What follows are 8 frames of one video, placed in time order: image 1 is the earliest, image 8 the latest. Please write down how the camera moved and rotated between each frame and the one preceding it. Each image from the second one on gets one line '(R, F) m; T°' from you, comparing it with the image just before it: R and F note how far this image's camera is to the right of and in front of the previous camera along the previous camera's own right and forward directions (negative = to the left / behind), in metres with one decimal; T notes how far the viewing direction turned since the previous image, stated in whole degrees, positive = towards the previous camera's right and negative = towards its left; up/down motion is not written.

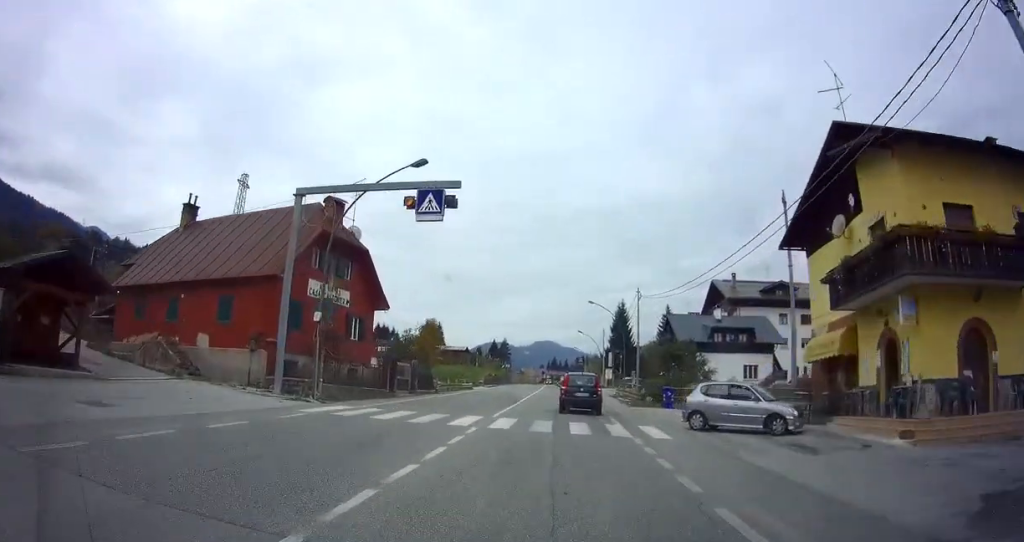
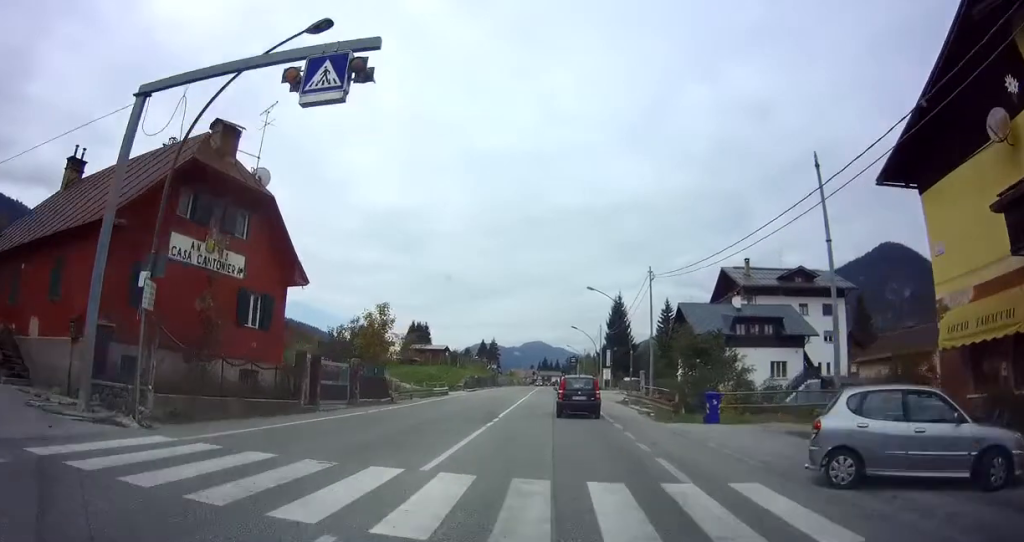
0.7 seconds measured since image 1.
(+0.2, +8.6) m; +2°
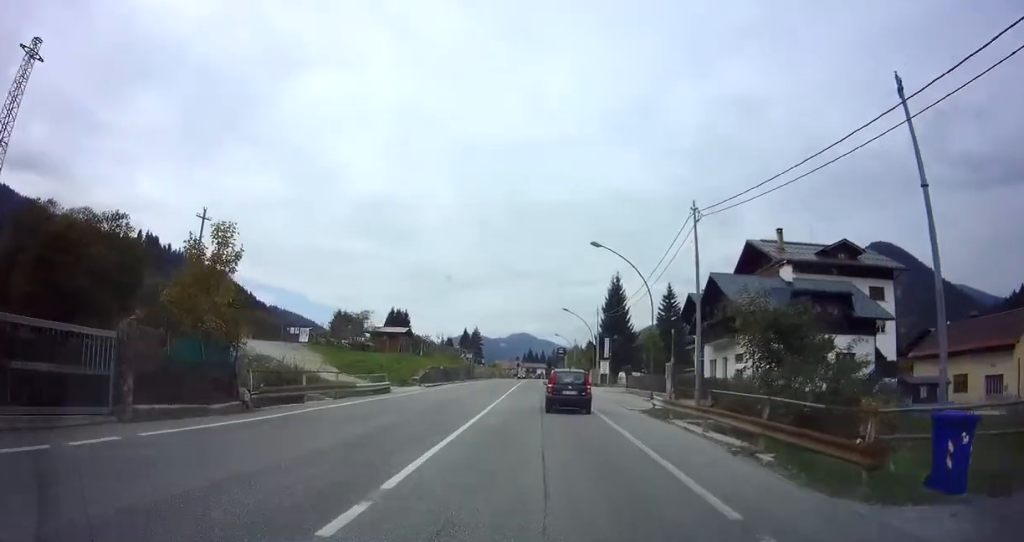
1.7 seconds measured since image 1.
(+0.3, +12.7) m; +2°
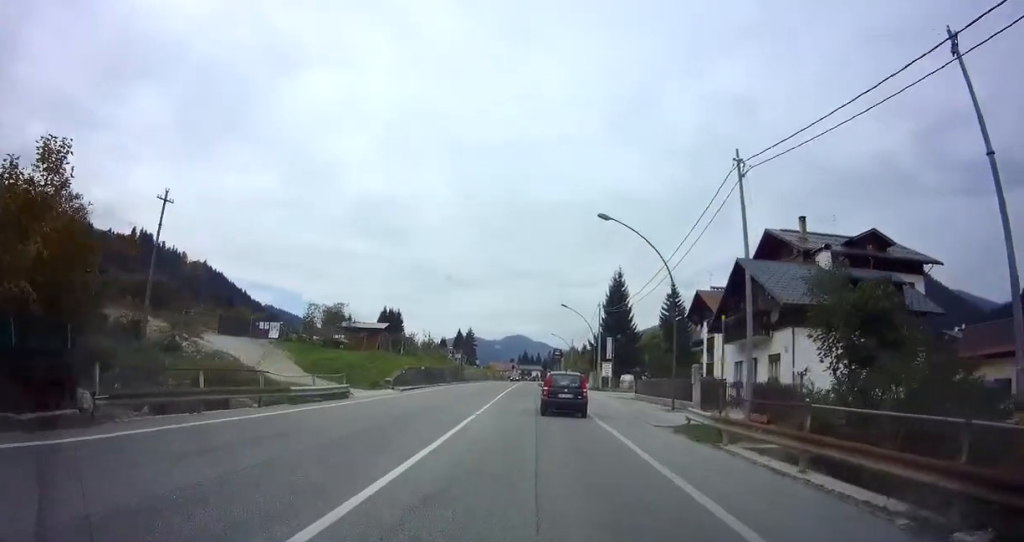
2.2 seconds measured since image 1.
(-0.1, +6.2) m; +1°
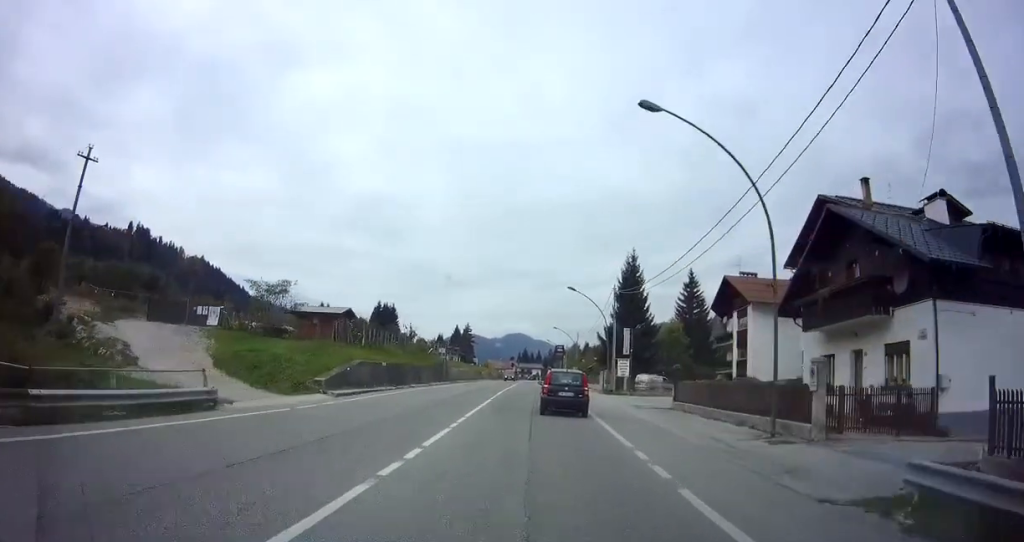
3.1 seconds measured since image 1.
(+0.3, +10.2) m; 0°
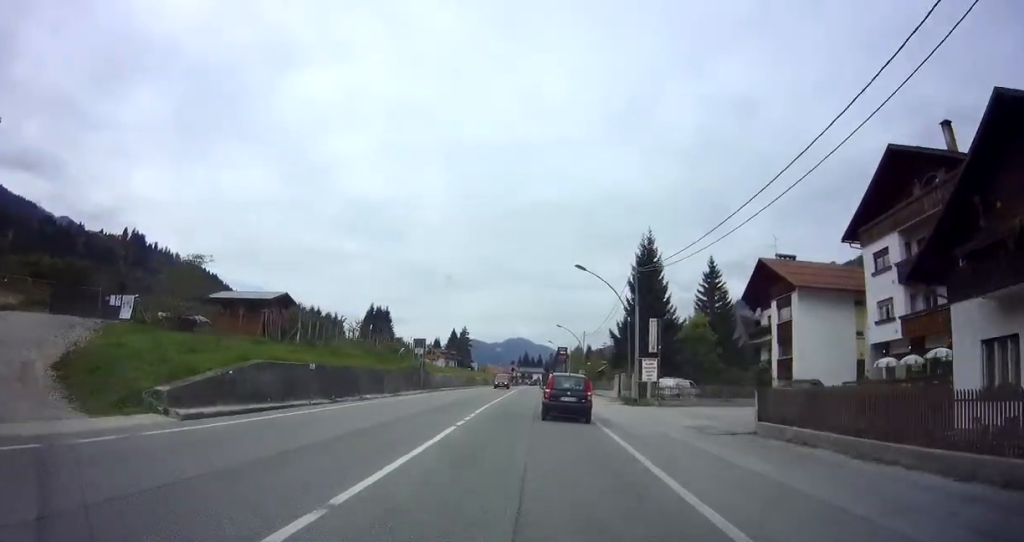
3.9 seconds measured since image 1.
(-0.1, +9.8) m; -1°
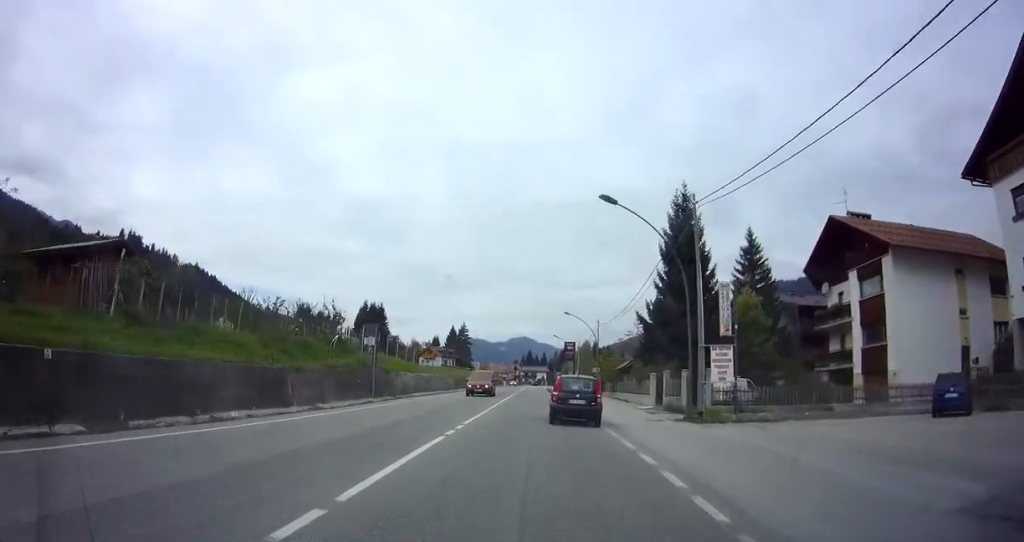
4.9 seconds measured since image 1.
(-0.2, +12.8) m; 0°
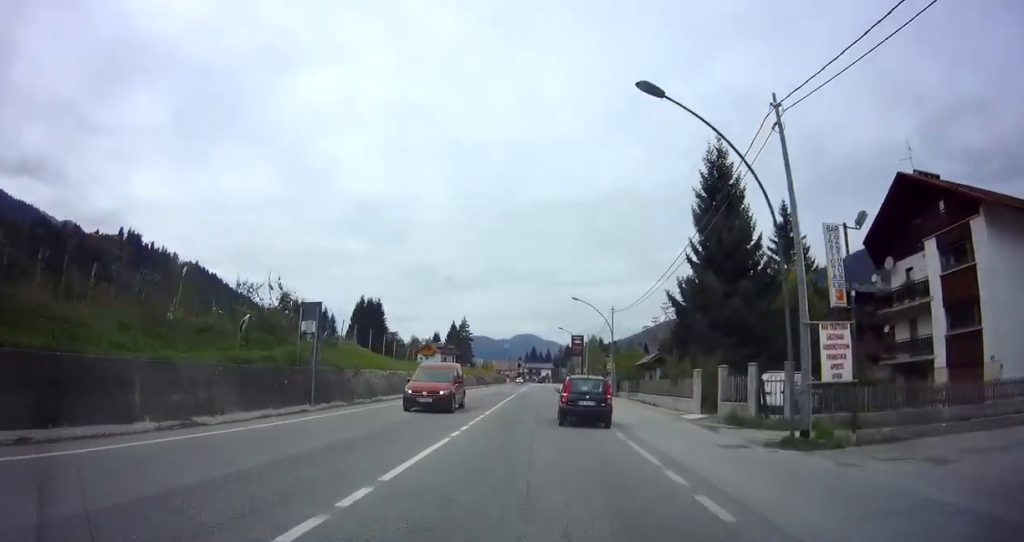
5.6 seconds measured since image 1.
(+0.1, +8.7) m; +1°
